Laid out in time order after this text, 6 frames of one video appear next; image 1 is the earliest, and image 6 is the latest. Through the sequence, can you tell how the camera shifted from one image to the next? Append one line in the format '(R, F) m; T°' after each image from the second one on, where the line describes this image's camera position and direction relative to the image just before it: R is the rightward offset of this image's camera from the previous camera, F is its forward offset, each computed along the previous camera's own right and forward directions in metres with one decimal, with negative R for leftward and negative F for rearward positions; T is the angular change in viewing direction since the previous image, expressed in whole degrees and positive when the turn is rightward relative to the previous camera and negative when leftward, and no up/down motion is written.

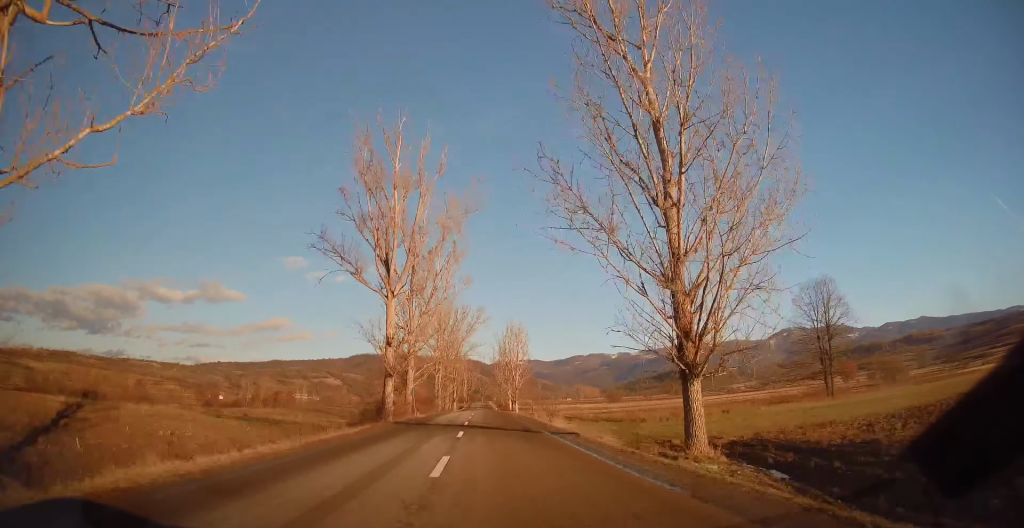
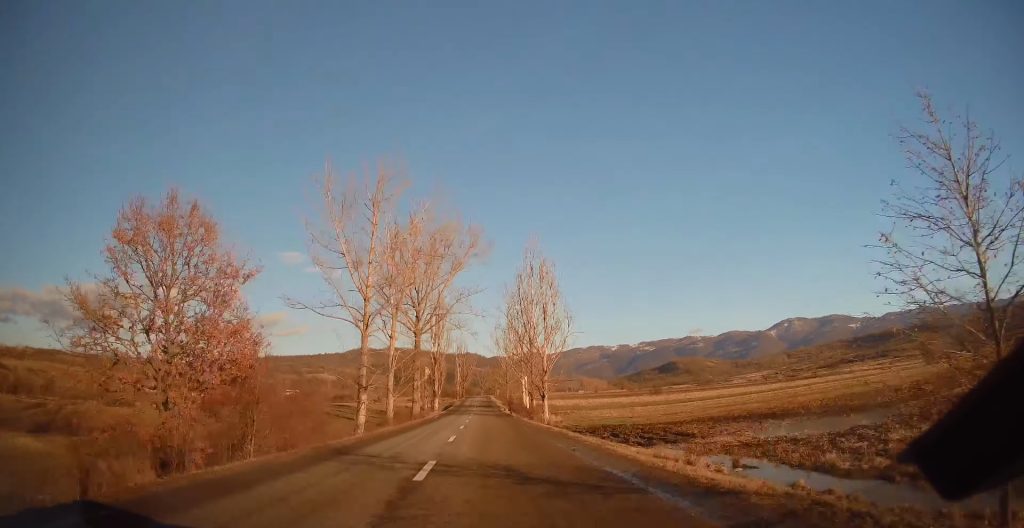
(-0.8, +54.1) m; -1°
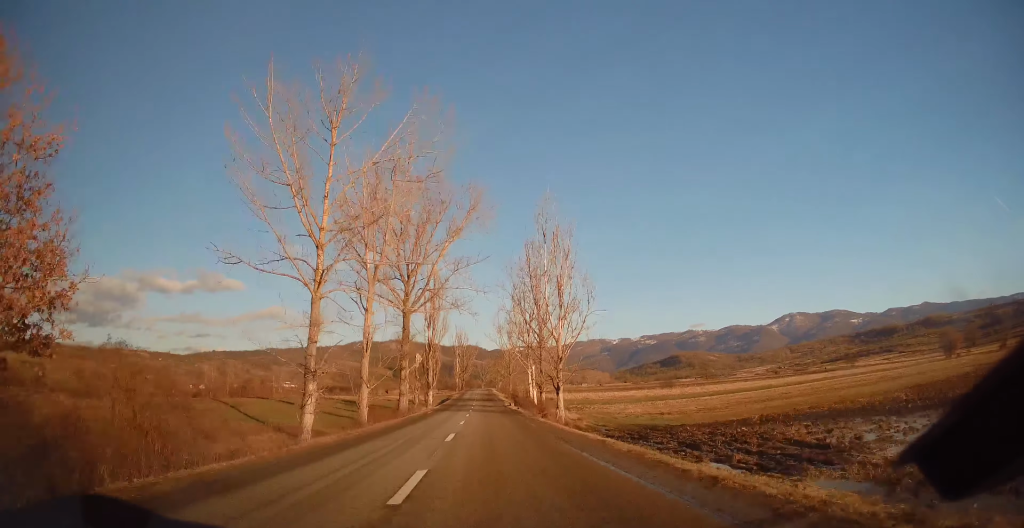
(0.0, +11.3) m; 0°
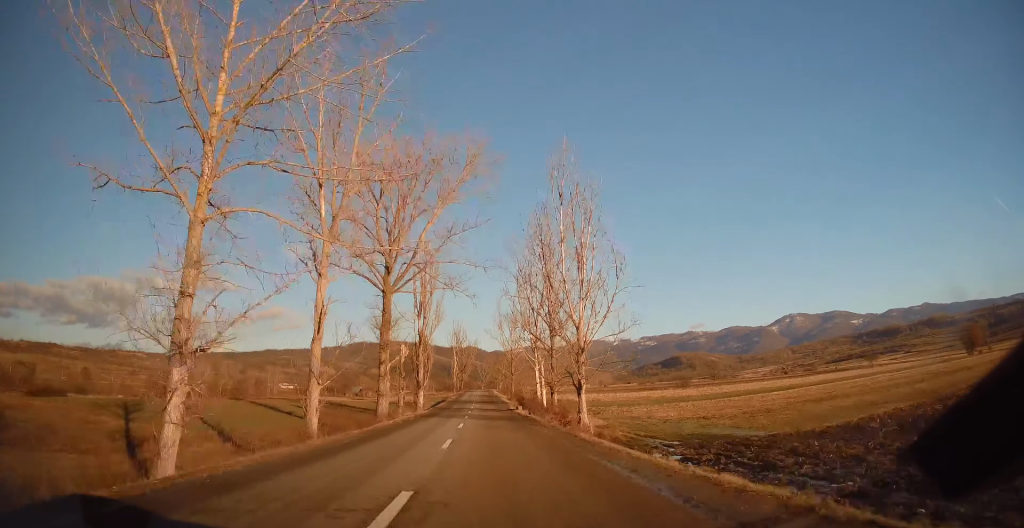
(+0.2, +11.3) m; +1°
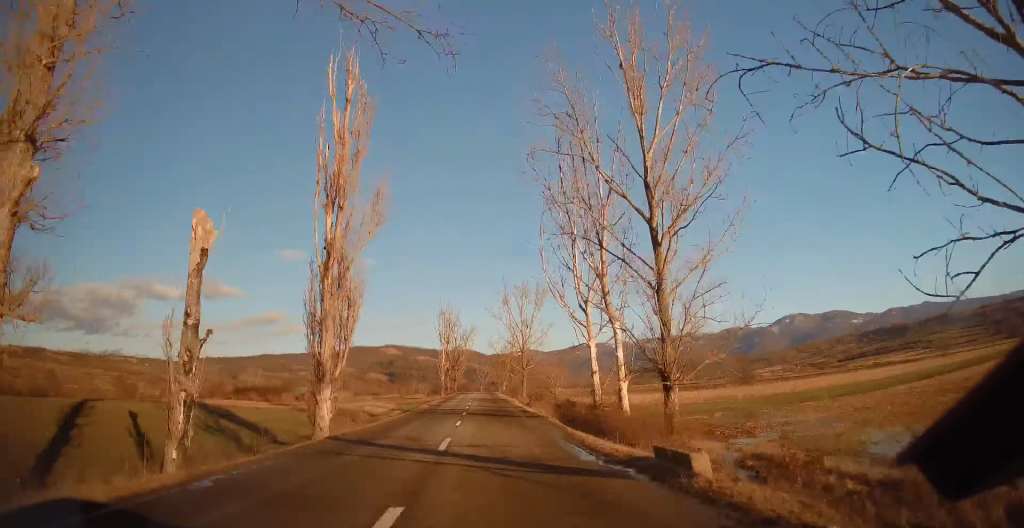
(+0.2, +37.1) m; 0°
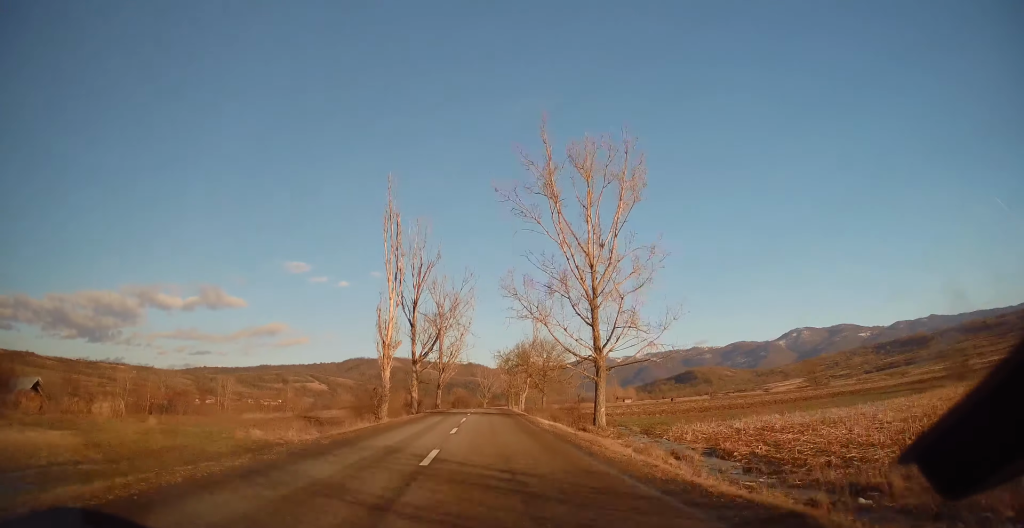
(0.0, +55.5) m; 0°
